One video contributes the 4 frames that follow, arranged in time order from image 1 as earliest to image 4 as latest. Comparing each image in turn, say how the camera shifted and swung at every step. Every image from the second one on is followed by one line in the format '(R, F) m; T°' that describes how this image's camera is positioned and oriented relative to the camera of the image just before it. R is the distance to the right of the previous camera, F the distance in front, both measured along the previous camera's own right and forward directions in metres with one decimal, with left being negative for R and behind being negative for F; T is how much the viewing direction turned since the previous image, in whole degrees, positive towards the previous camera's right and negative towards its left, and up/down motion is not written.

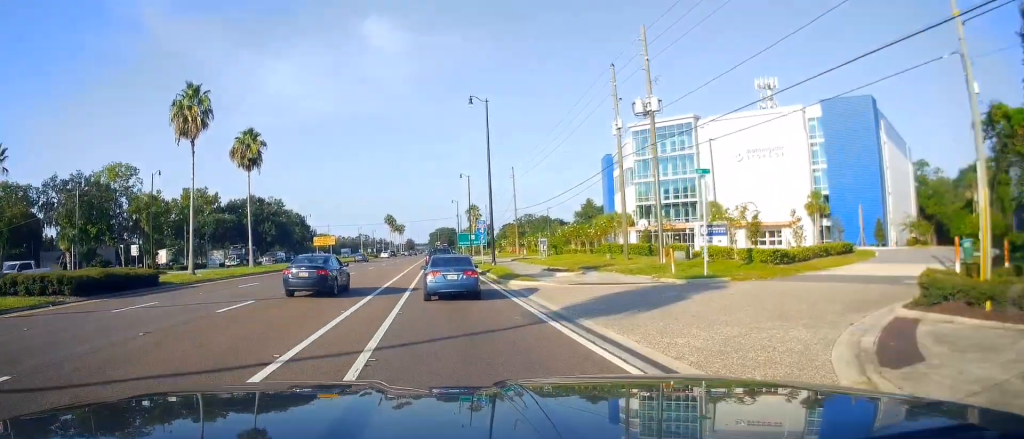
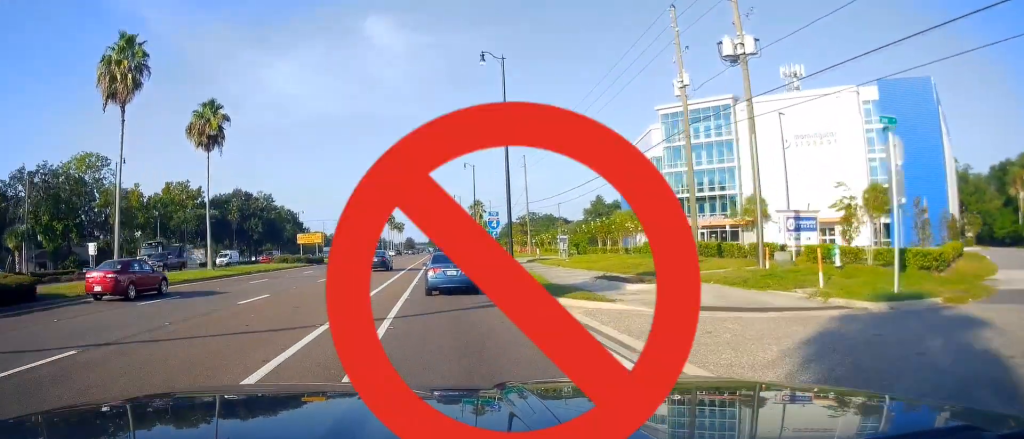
(+0.3, +9.9) m; 0°
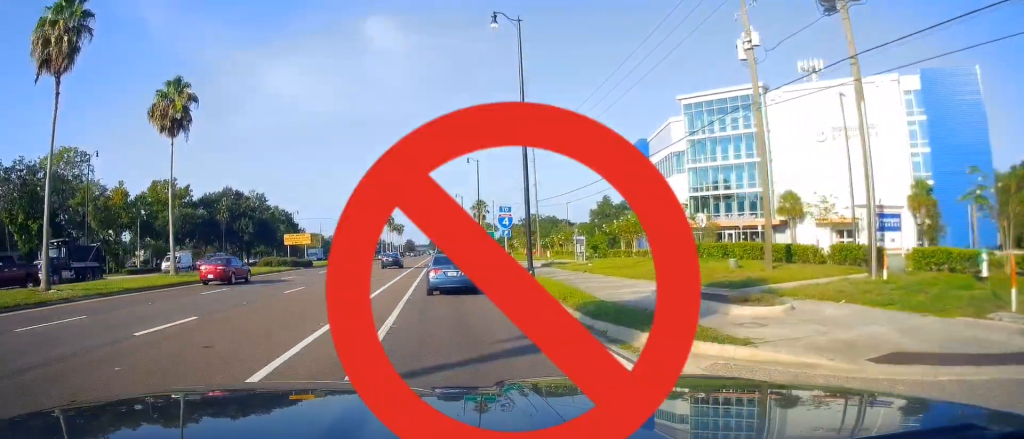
(-0.3, +6.6) m; -2°
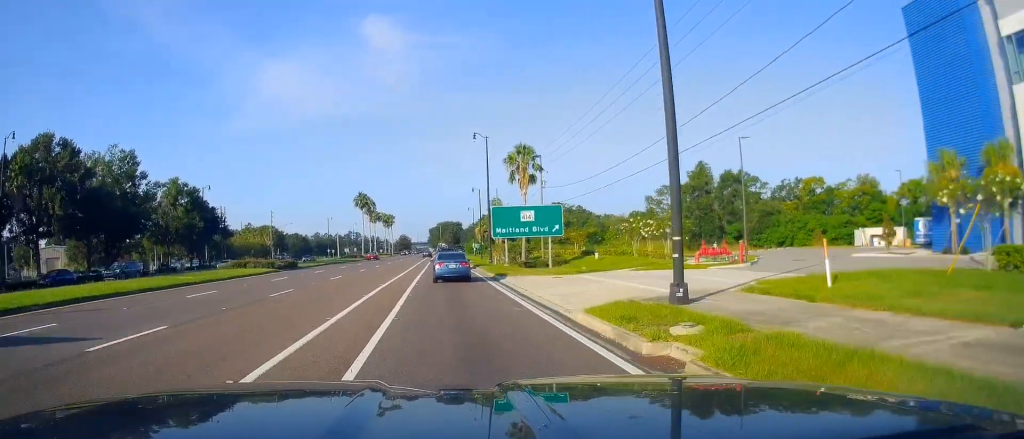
(-0.7, +60.6) m; -1°
